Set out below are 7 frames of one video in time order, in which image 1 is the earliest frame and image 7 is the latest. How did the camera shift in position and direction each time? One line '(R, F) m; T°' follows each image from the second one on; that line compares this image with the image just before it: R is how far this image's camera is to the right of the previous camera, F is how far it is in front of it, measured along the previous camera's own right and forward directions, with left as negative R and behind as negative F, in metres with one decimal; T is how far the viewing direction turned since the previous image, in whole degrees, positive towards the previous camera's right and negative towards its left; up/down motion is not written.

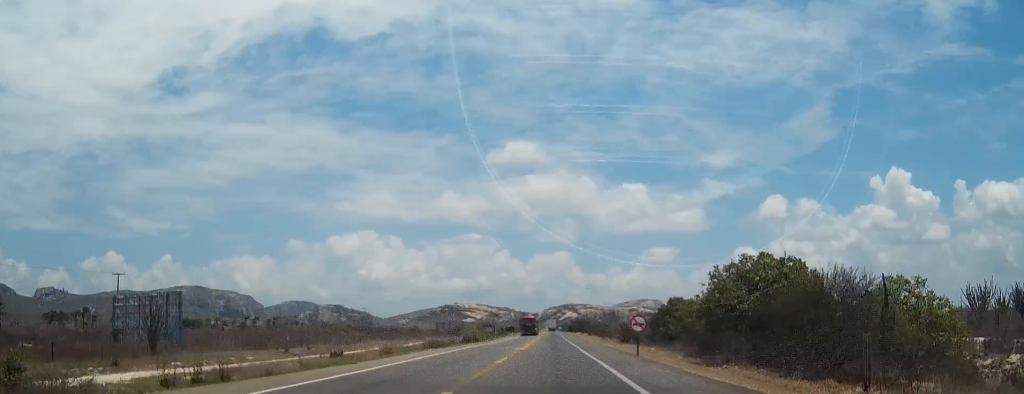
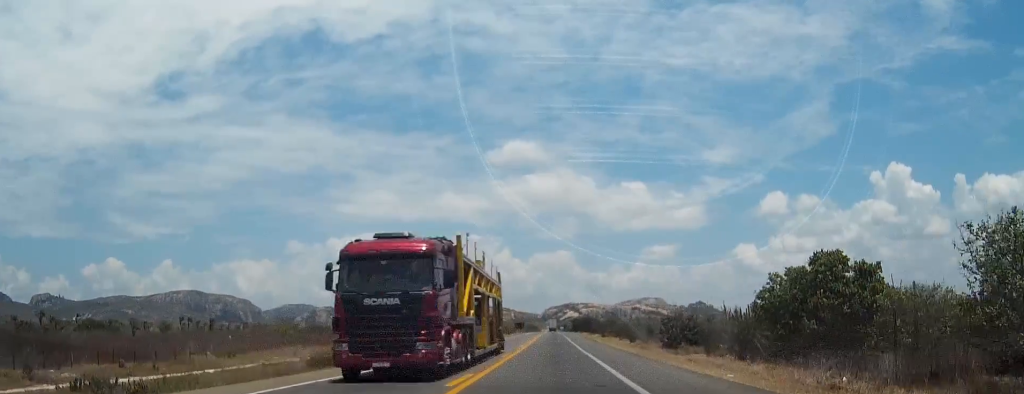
(0.0, +42.3) m; 0°
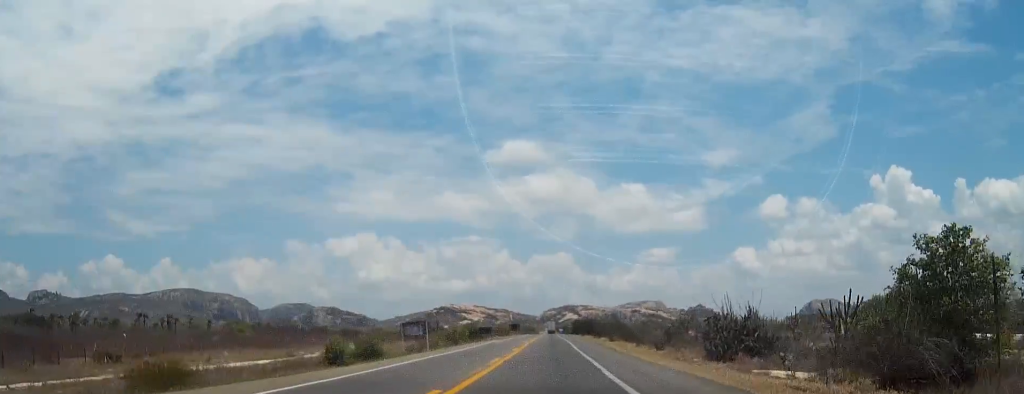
(0.0, +20.6) m; 0°
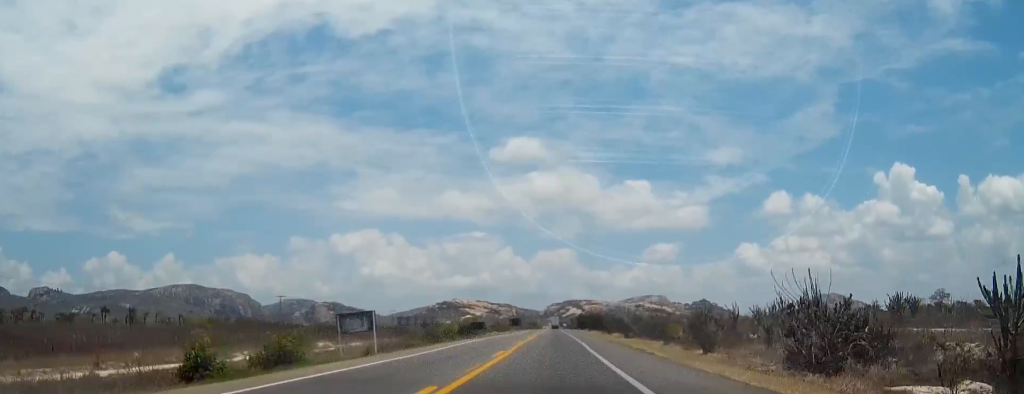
(0.0, +16.9) m; 0°
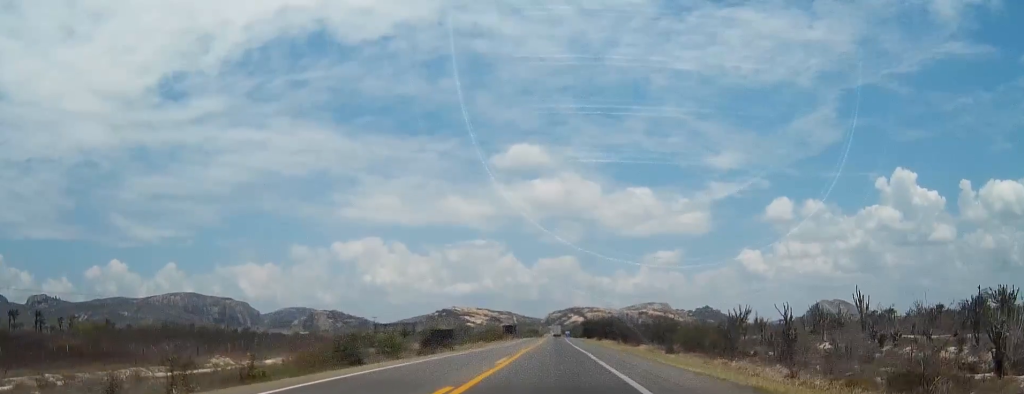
(-0.1, +31.0) m; 0°
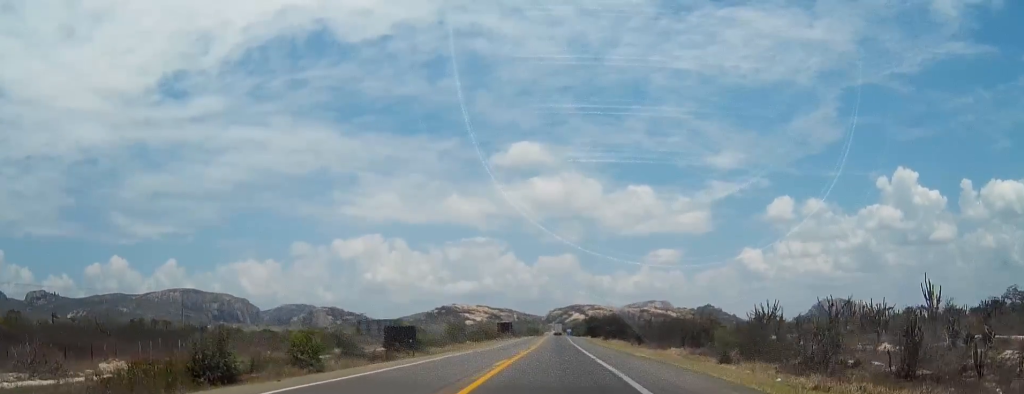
(0.0, +18.0) m; 0°
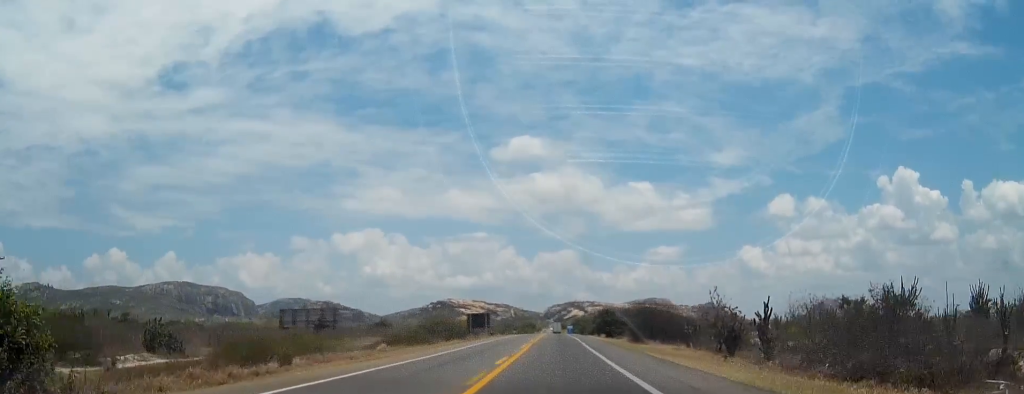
(0.0, +49.7) m; 0°
